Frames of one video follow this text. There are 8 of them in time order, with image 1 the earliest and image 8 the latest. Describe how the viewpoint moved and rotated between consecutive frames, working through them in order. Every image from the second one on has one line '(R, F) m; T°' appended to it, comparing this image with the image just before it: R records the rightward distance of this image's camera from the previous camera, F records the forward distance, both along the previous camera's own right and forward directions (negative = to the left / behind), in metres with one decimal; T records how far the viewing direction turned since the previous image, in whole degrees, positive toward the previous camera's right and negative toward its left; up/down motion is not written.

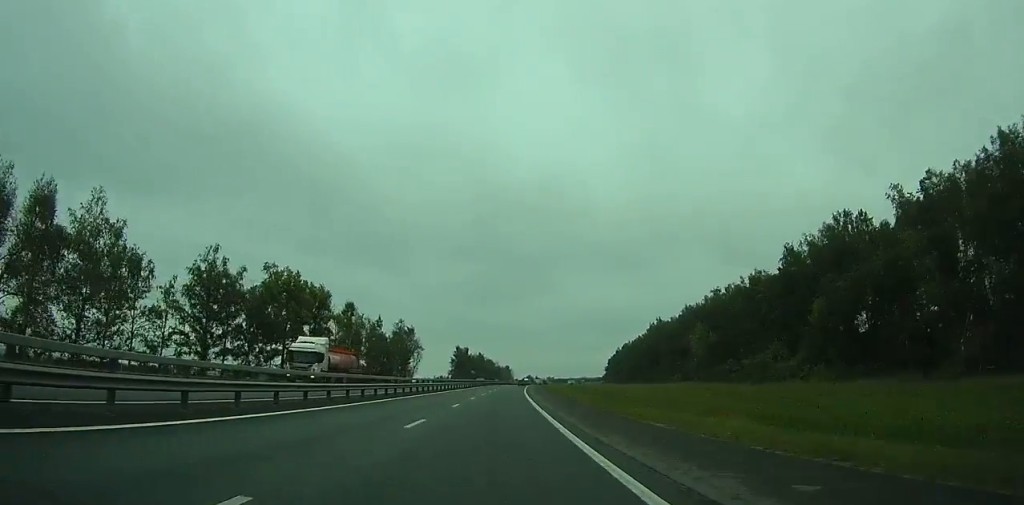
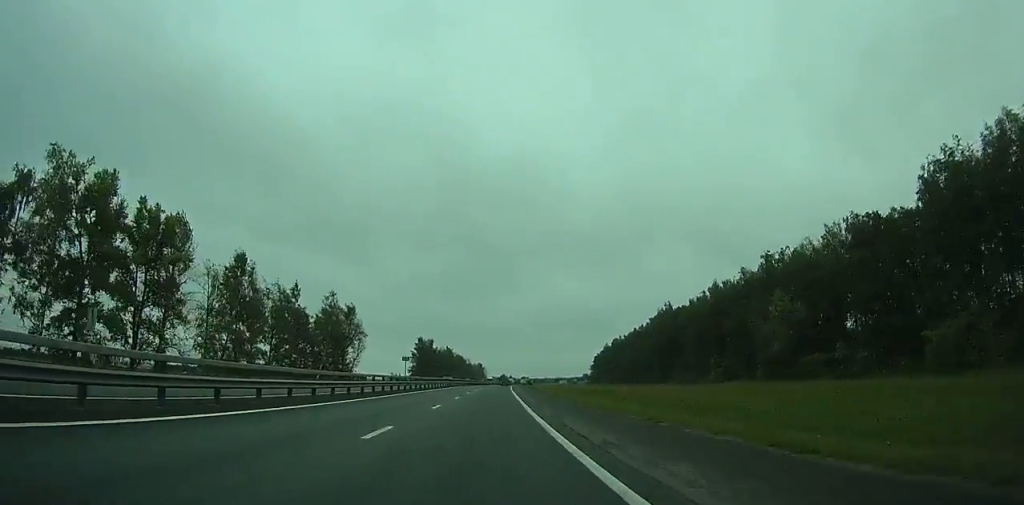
(+0.5, +51.3) m; +2°
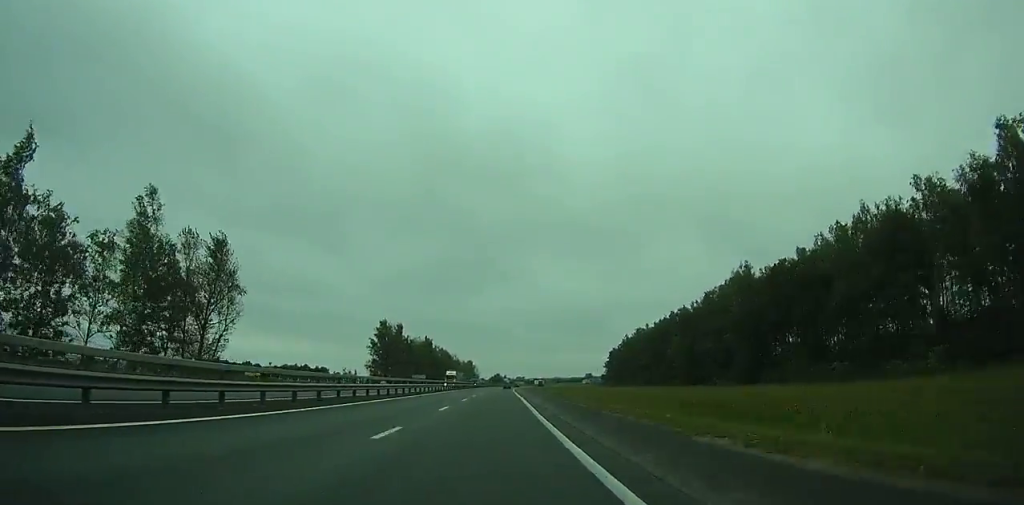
(+1.3, +72.0) m; +1°
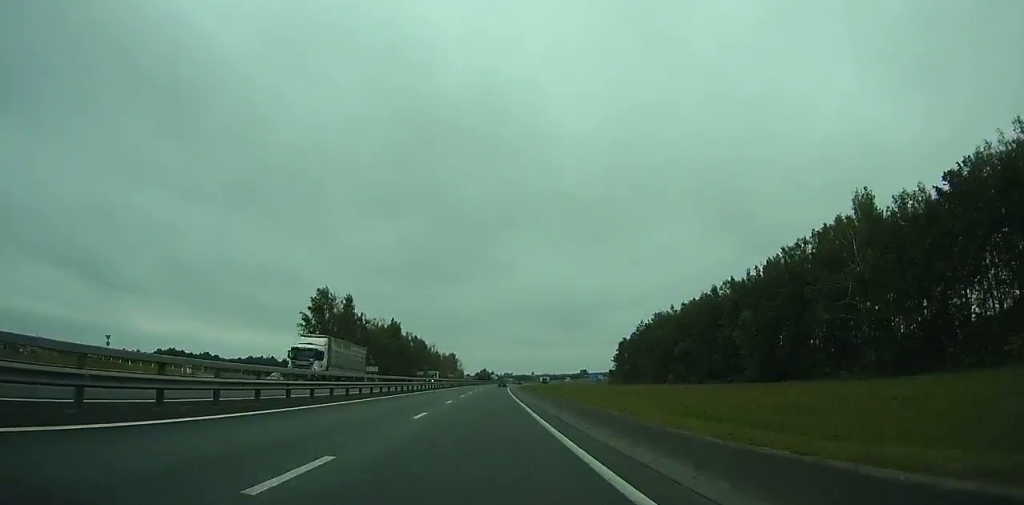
(+0.6, +55.1) m; +1°
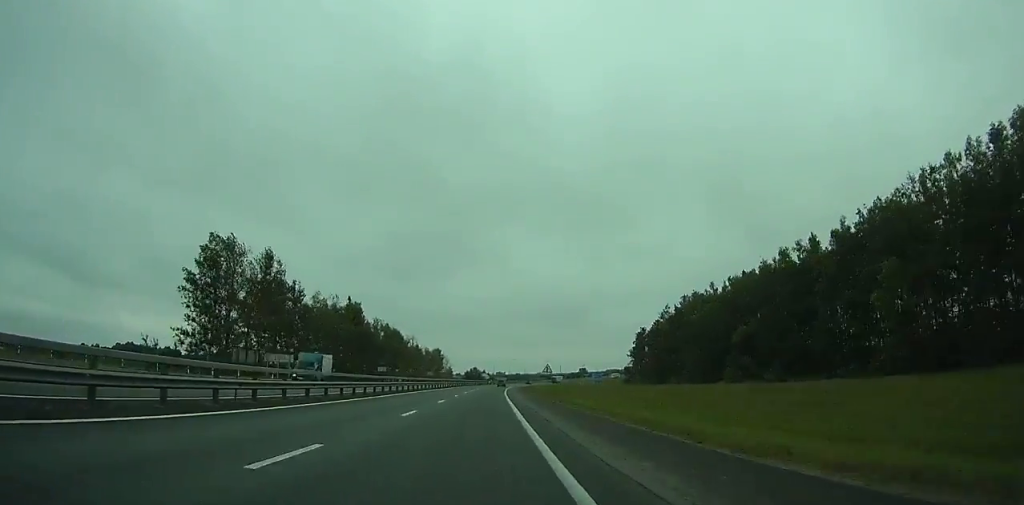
(+0.1, +46.5) m; +1°
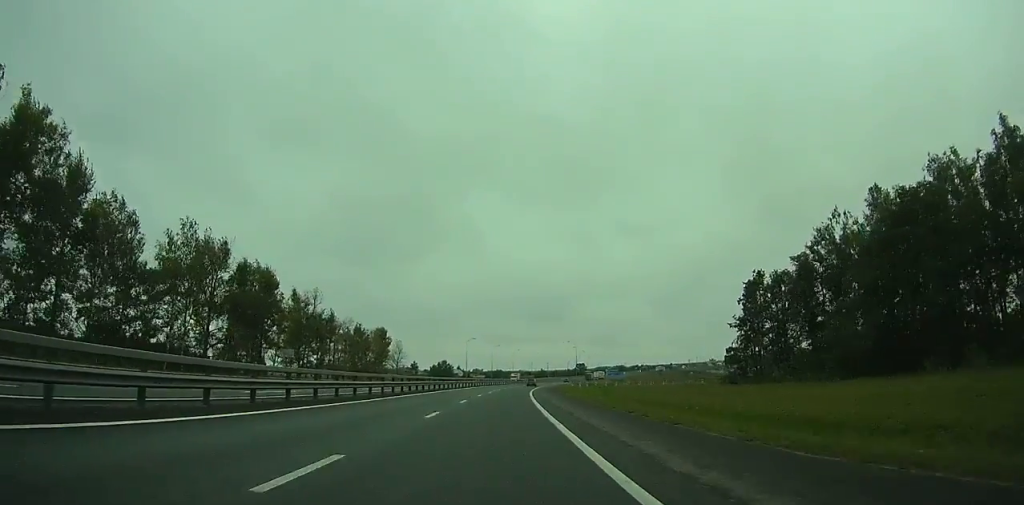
(+2.2, +107.4) m; +3°
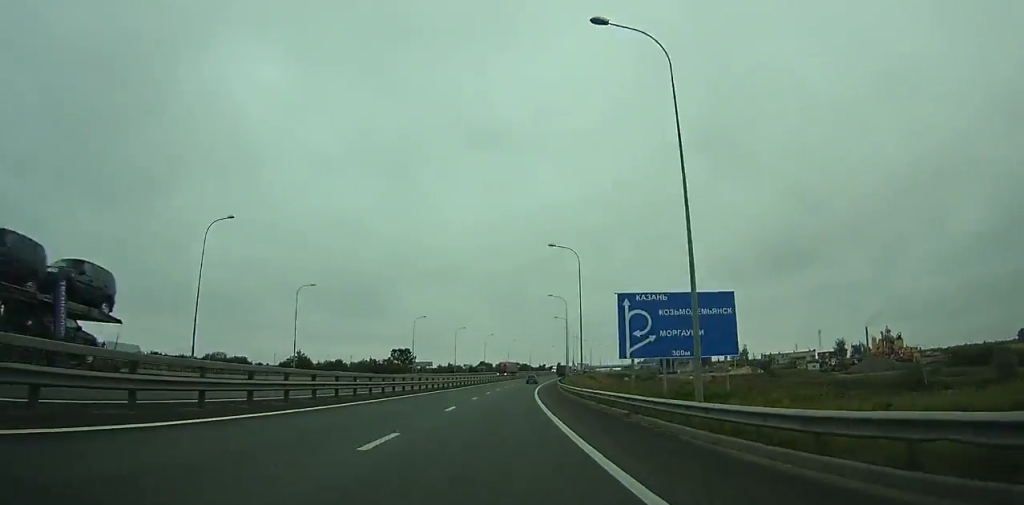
(+33.0, +245.4) m; +17°
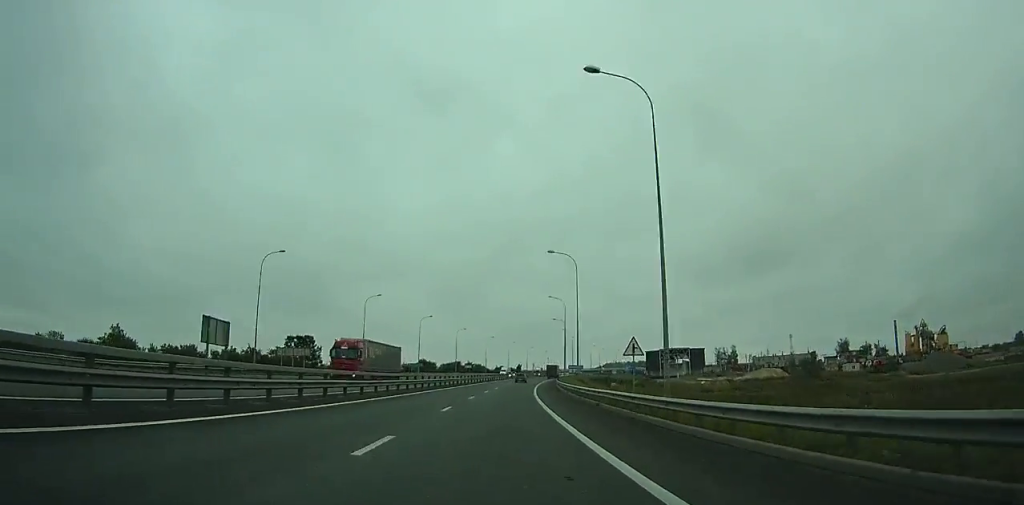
(+1.7, +60.4) m; +4°
